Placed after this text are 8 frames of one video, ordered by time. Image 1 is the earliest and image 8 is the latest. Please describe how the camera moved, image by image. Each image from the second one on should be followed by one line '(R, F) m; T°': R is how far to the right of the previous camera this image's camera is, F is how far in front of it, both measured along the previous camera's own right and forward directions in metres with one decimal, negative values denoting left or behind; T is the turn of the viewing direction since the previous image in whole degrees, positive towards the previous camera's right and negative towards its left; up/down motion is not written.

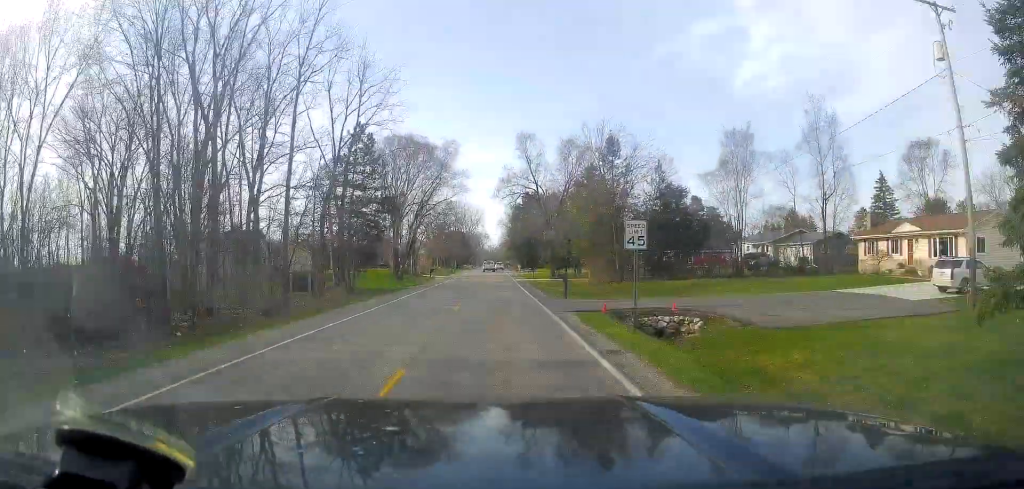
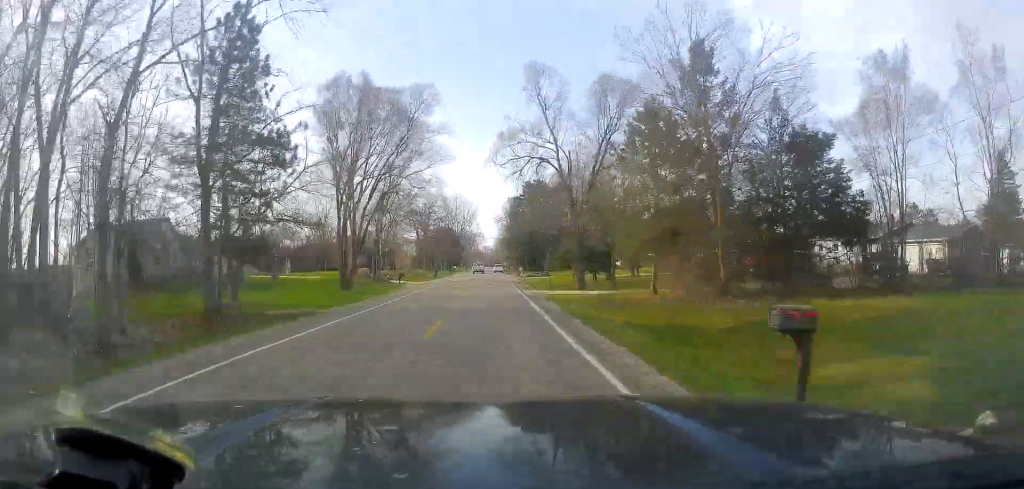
(-0.7, +23.1) m; 0°
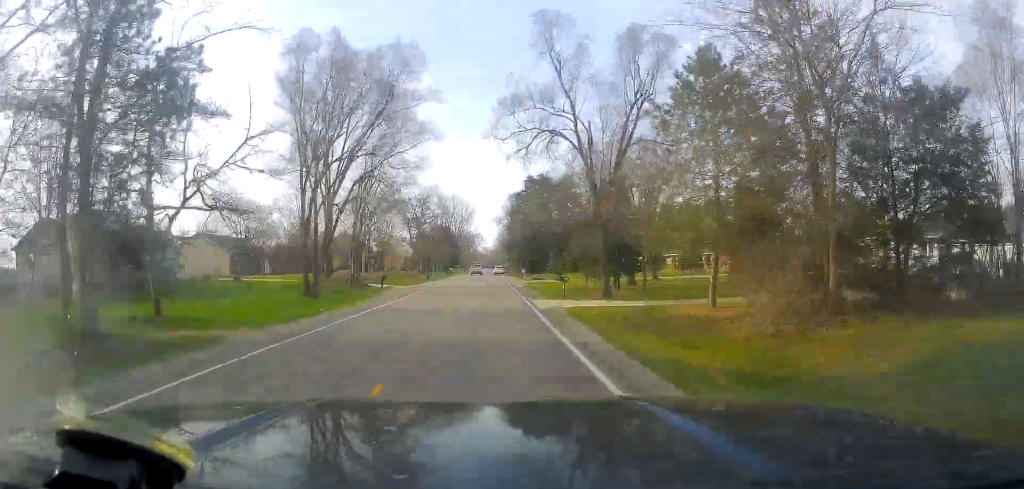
(+0.3, +8.9) m; 0°
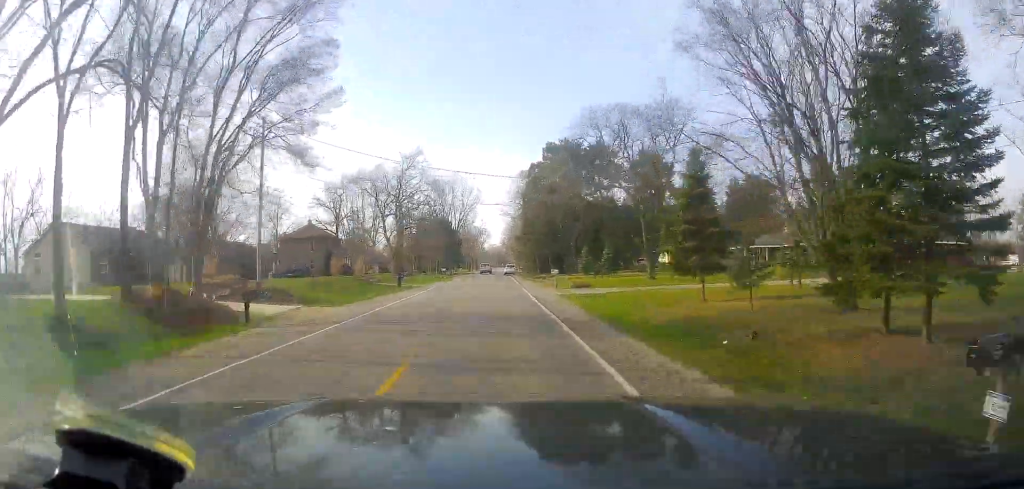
(+0.3, +28.8) m; -1°
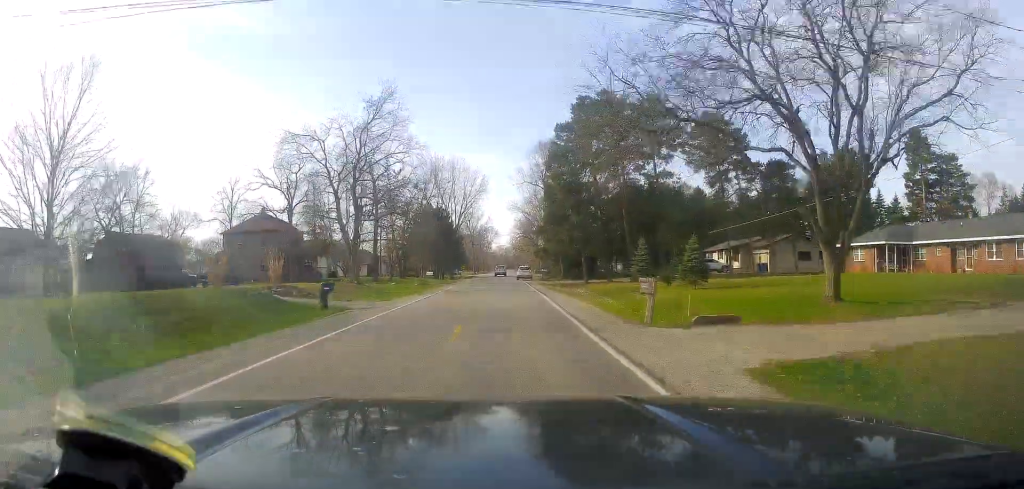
(-0.4, +23.6) m; -1°
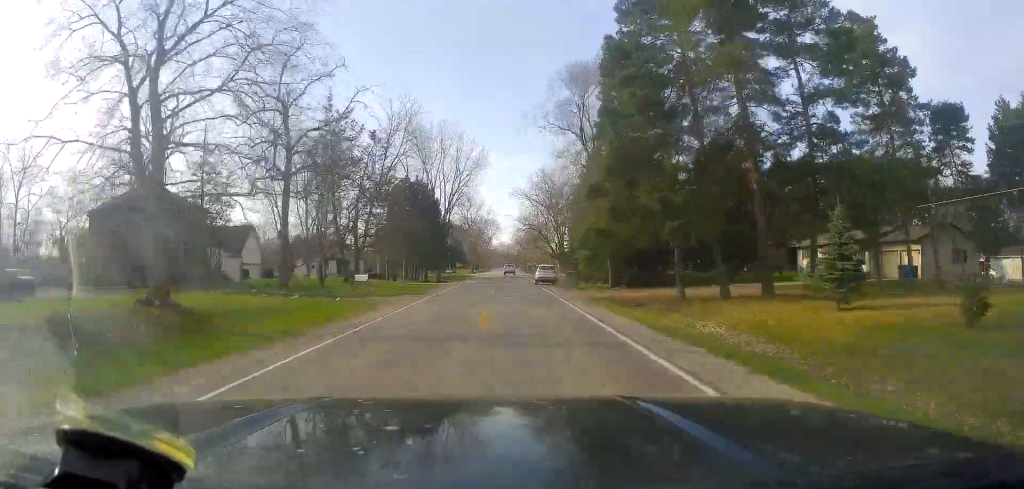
(+0.2, +27.8) m; 0°
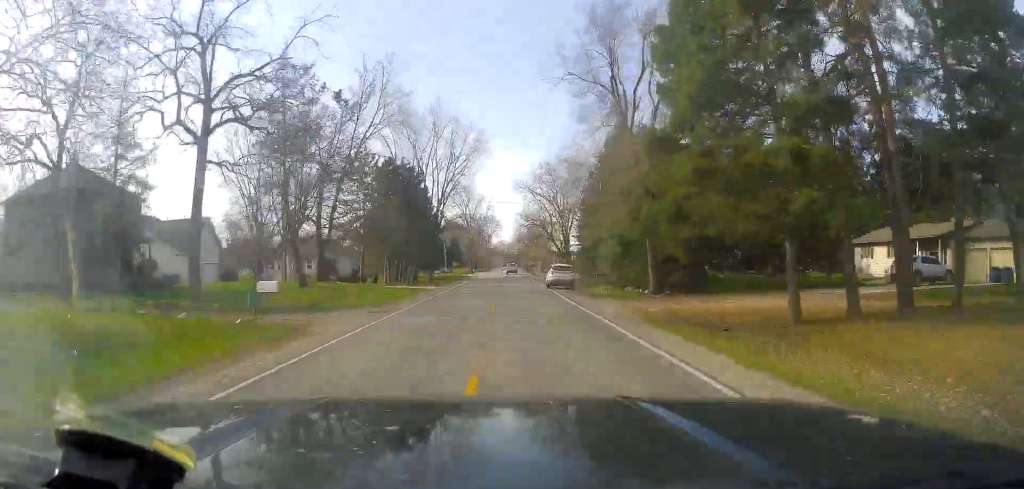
(-0.2, +10.9) m; 0°
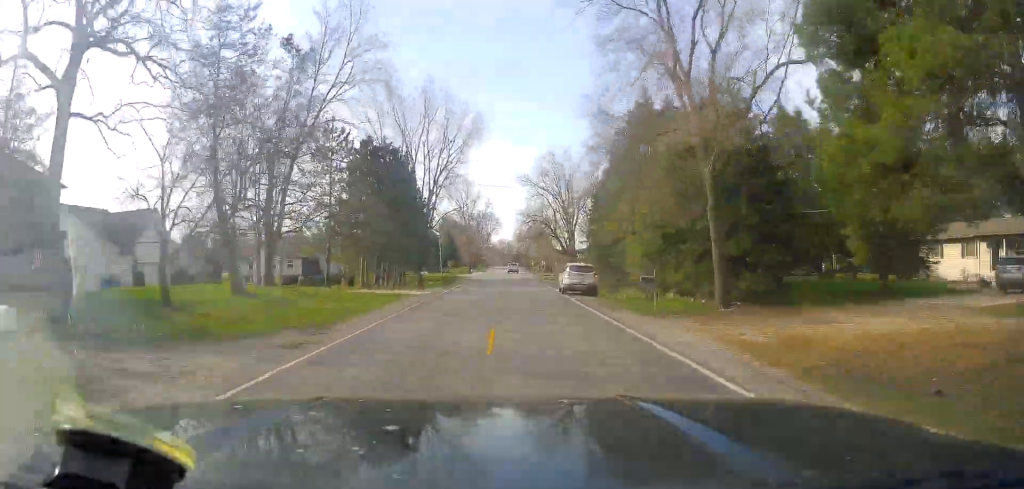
(-0.2, +9.4) m; 0°
